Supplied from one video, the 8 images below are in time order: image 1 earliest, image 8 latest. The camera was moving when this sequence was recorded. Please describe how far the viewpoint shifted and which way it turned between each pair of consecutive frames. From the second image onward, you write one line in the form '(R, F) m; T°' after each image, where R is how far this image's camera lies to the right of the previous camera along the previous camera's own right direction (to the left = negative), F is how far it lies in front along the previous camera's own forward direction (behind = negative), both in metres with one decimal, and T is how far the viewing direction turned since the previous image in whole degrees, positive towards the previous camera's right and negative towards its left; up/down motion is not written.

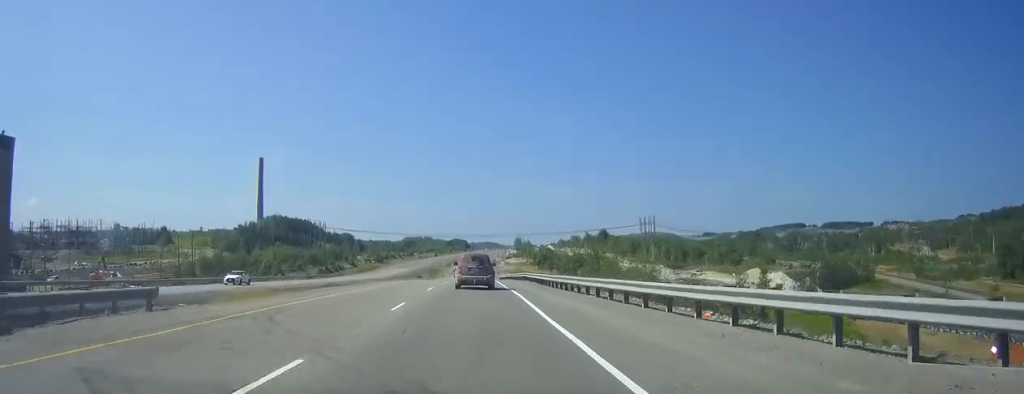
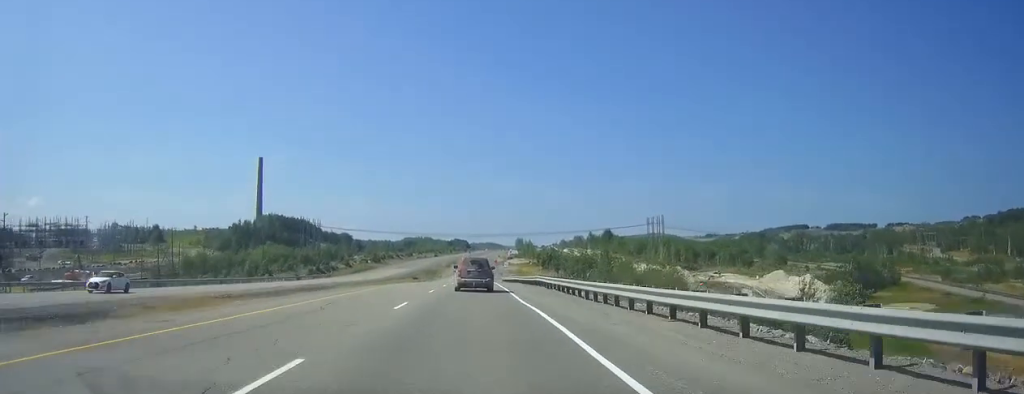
(0.0, +11.7) m; 0°
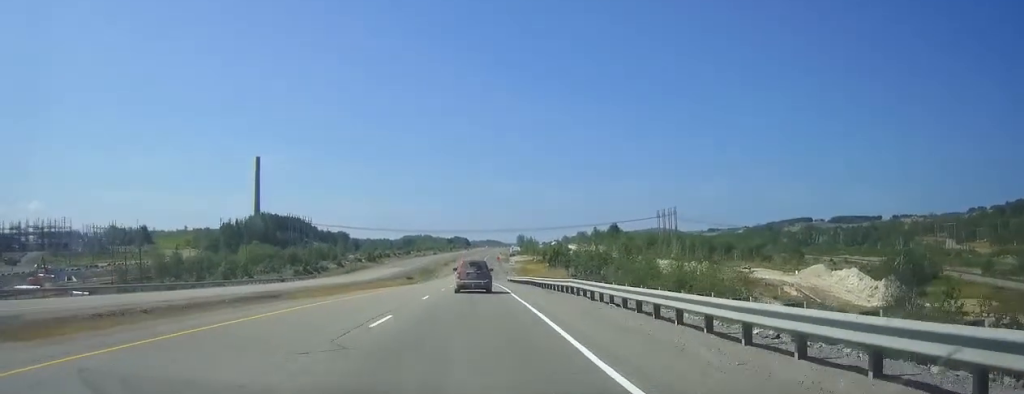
(0.0, +16.0) m; 0°
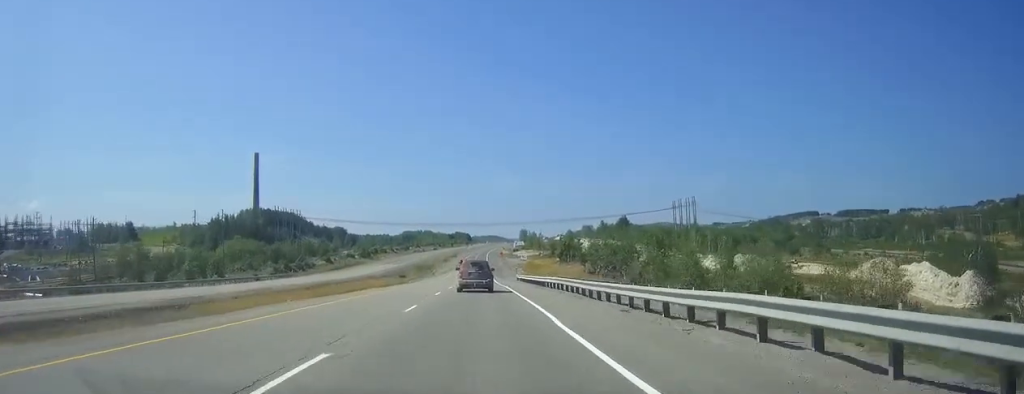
(0.0, +19.4) m; 0°
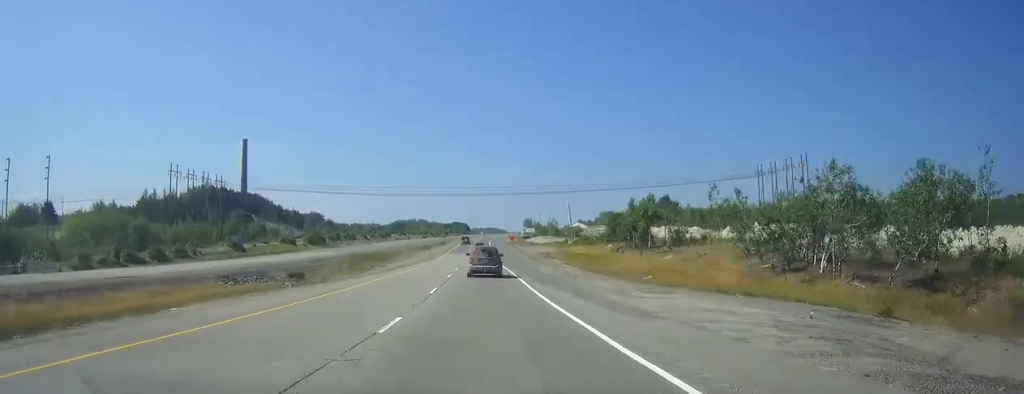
(-0.1, +77.8) m; 0°
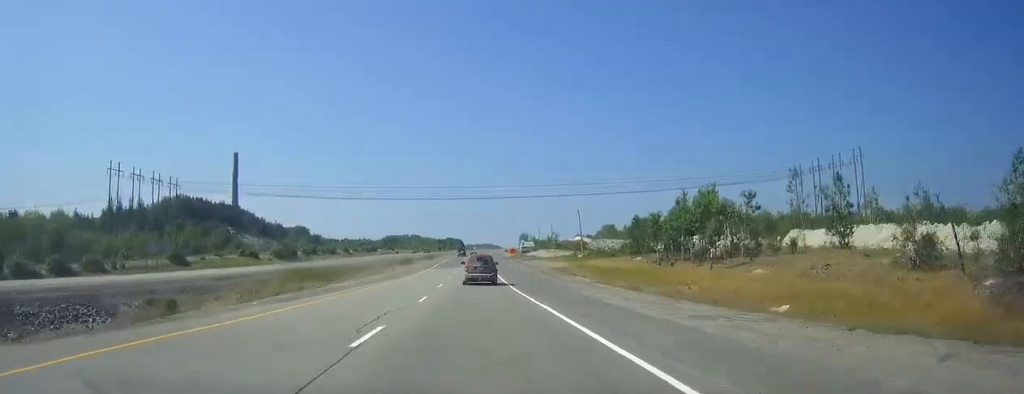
(+0.1, +24.9) m; 0°
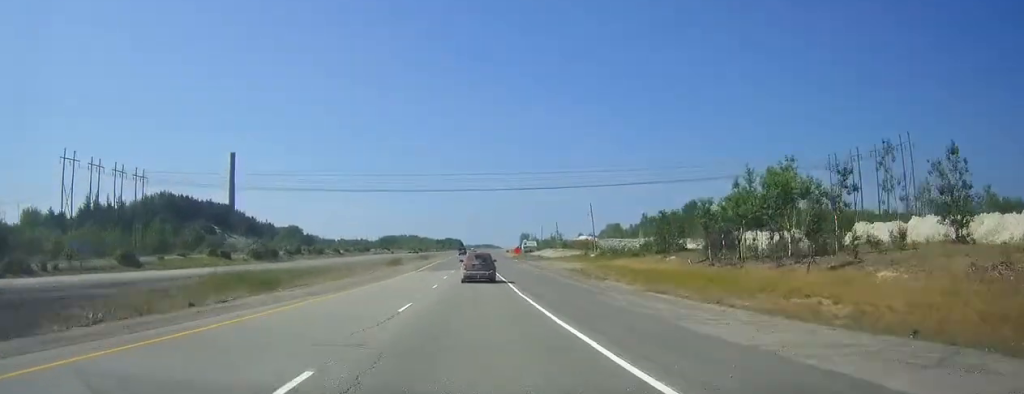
(-0.1, +16.1) m; 0°
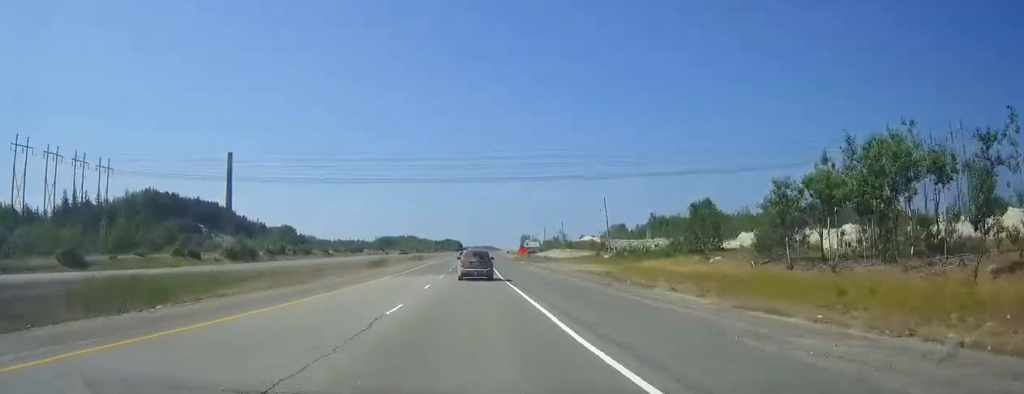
(0.0, +14.4) m; 0°
